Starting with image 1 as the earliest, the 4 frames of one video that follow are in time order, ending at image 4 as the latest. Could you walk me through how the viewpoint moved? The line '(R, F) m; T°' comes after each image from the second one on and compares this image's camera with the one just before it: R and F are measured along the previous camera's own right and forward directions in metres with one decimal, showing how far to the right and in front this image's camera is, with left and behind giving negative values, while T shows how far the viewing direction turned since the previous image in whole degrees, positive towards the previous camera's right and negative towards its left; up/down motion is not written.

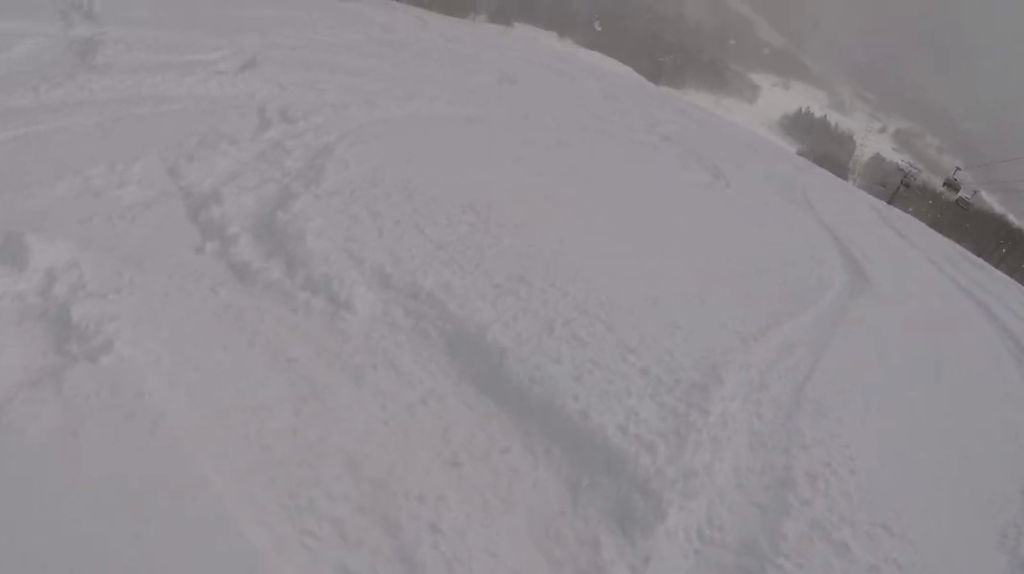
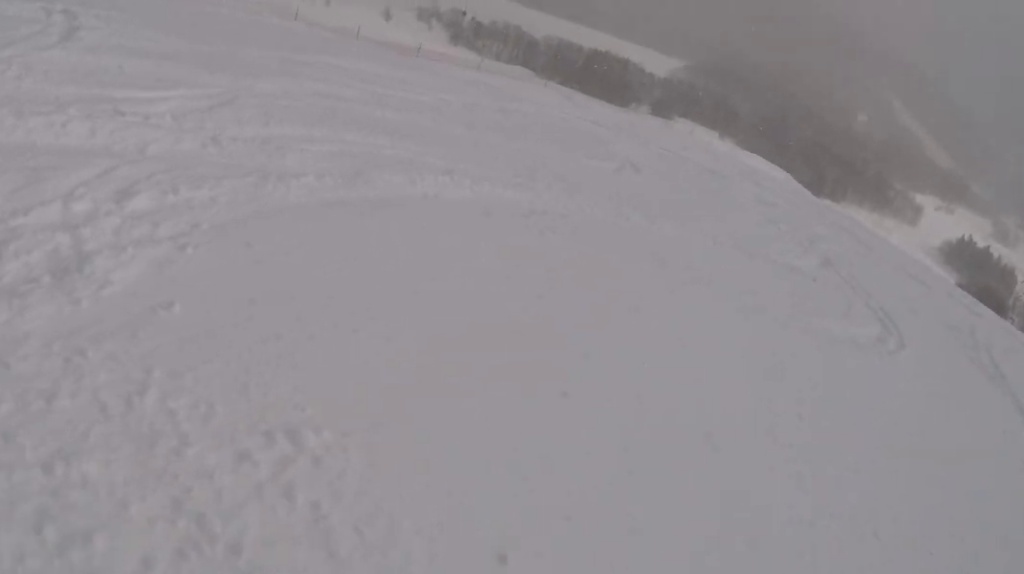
(-0.3, +3.8) m; +3°
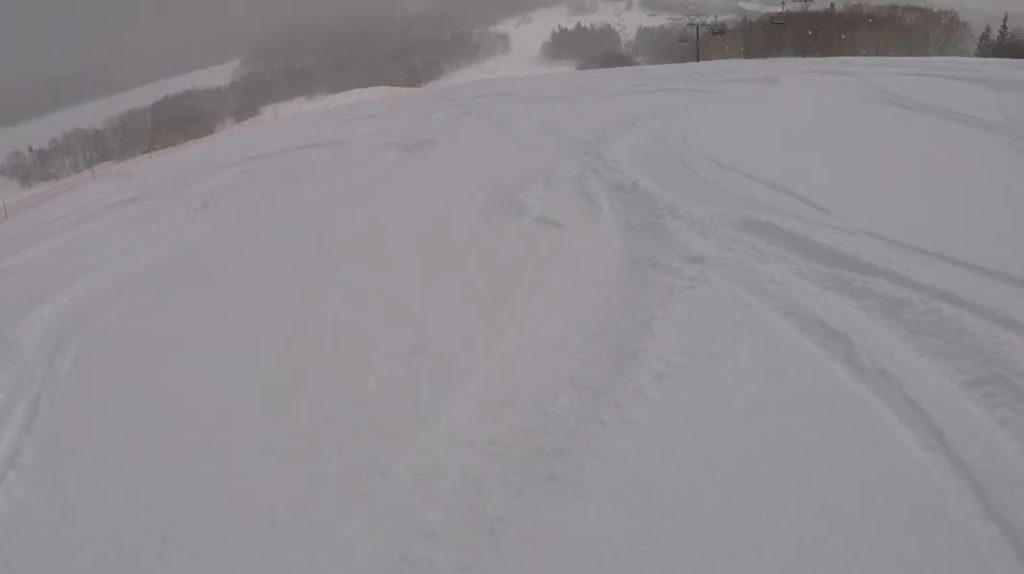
(+2.2, +12.0) m; +21°
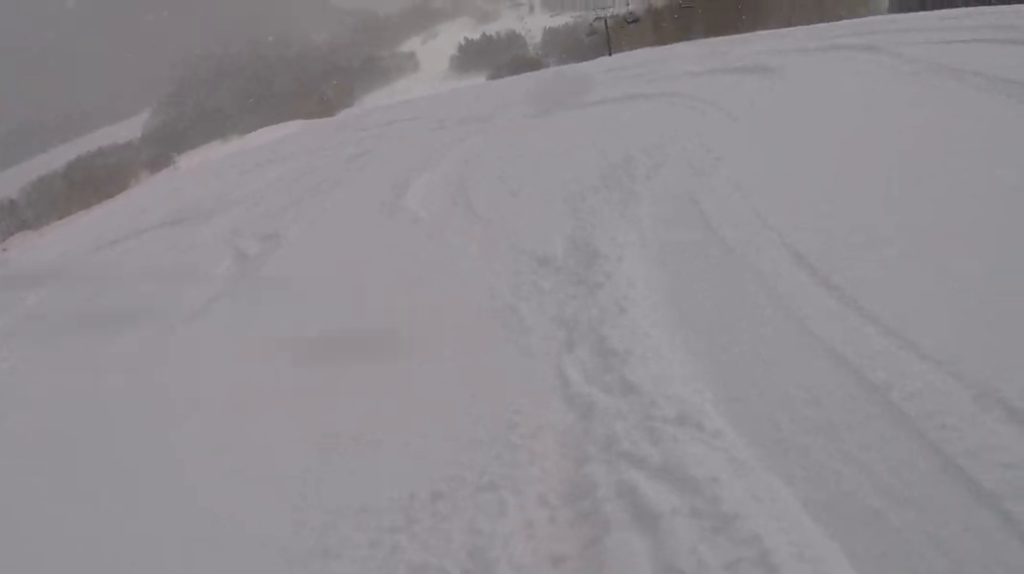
(+0.4, +5.2) m; +8°
